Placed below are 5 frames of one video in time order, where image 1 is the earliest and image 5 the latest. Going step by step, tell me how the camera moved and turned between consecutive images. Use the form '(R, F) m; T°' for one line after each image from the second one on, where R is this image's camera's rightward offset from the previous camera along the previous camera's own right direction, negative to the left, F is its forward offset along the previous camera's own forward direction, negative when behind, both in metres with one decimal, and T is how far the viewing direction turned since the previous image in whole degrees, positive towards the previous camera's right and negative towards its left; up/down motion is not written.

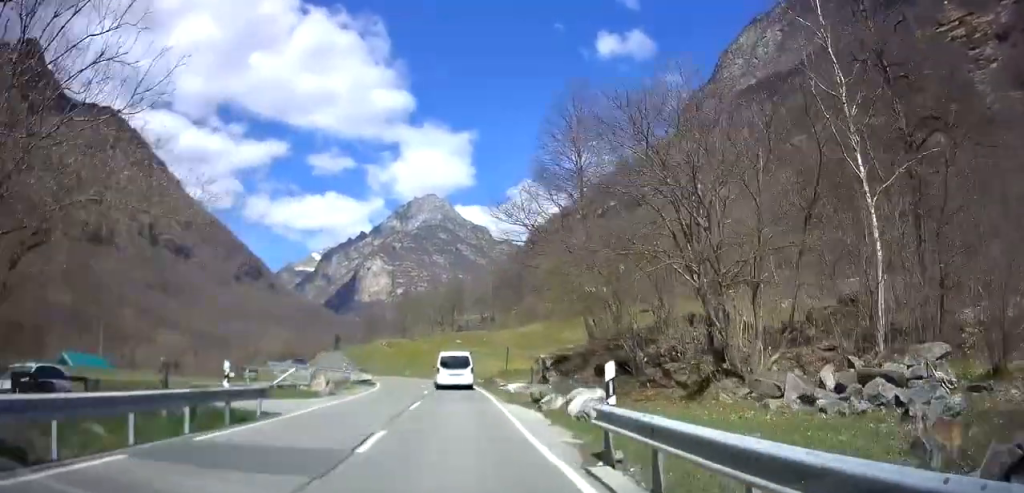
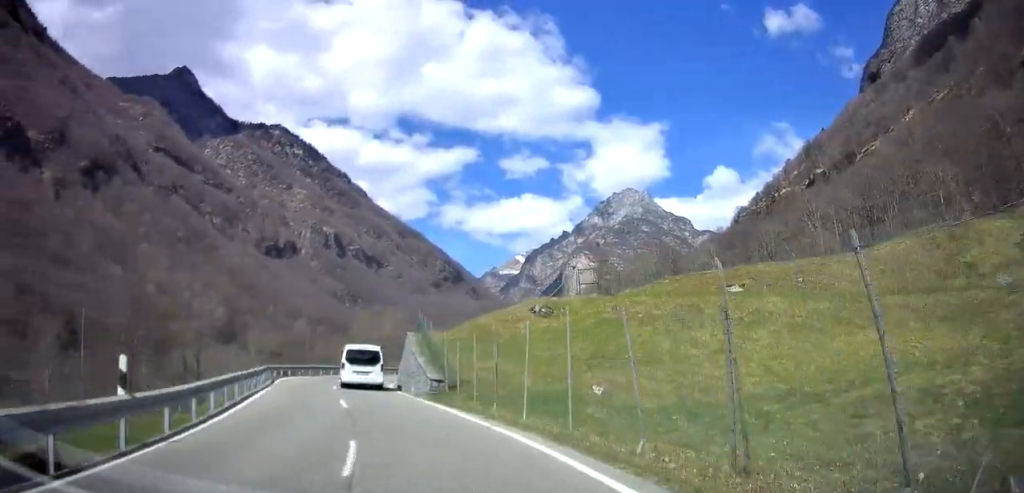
(-4.1, +47.5) m; -24°
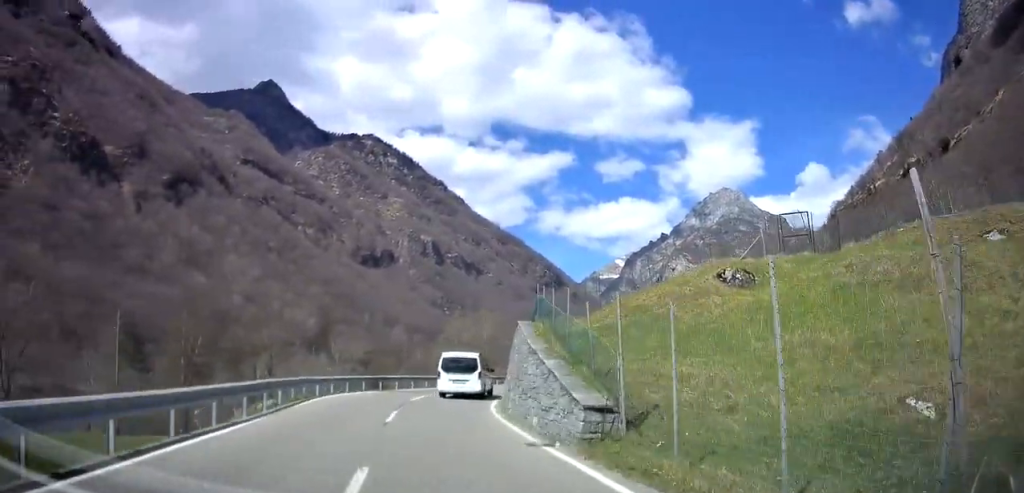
(-1.5, +11.4) m; -9°
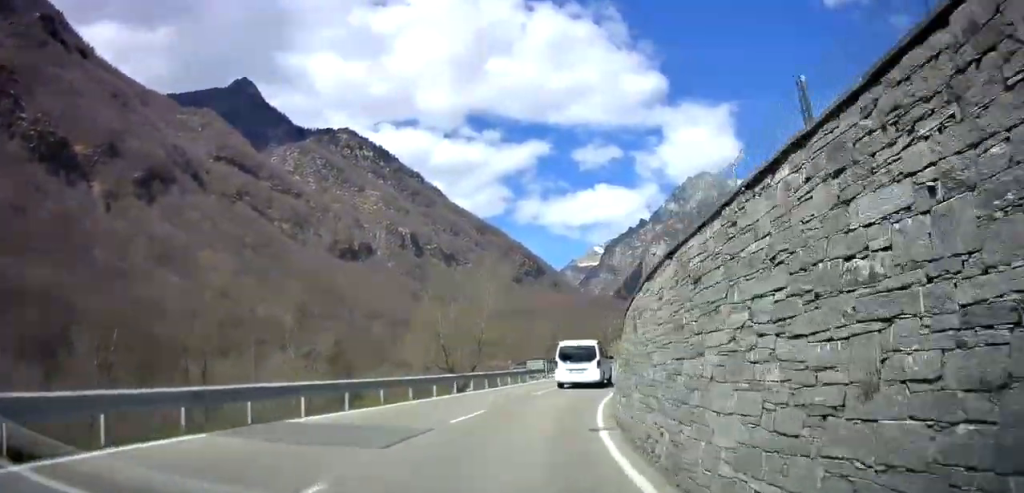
(-0.5, +19.4) m; +3°
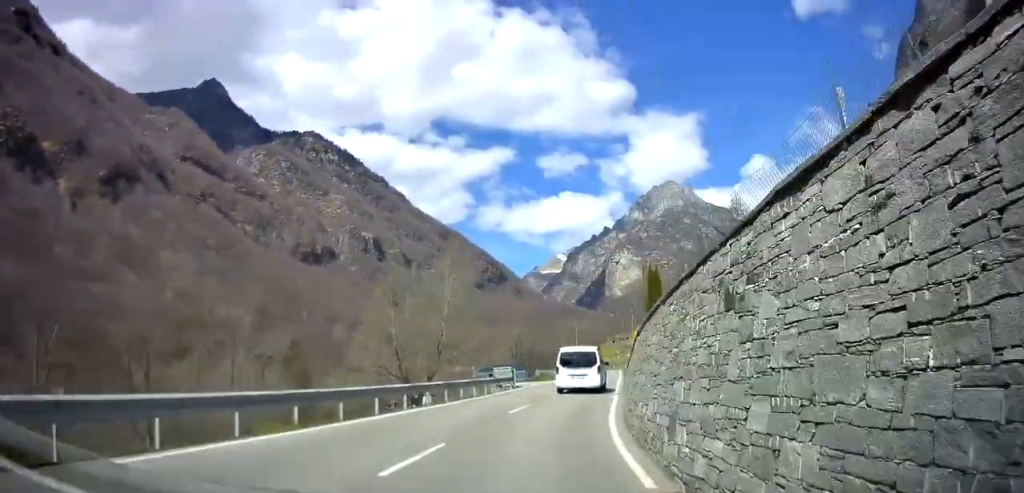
(-0.2, +5.2) m; +4°
